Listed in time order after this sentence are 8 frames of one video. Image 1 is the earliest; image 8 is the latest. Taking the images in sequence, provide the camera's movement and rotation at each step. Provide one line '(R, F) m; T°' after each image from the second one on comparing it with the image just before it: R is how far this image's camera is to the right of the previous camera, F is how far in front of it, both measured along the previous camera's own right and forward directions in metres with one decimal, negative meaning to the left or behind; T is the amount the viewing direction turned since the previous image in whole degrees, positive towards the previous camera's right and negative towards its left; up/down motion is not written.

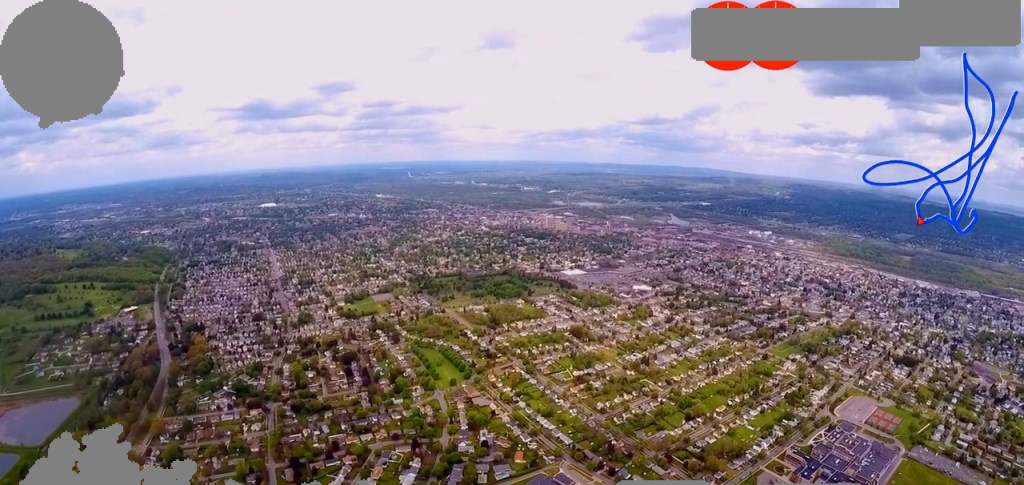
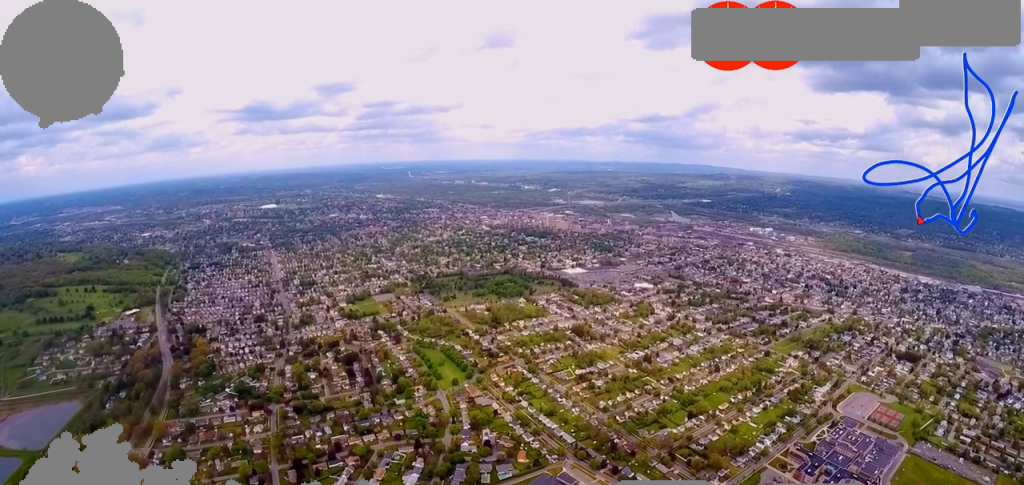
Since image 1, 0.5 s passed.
(0.0, +1.7) m; +1°
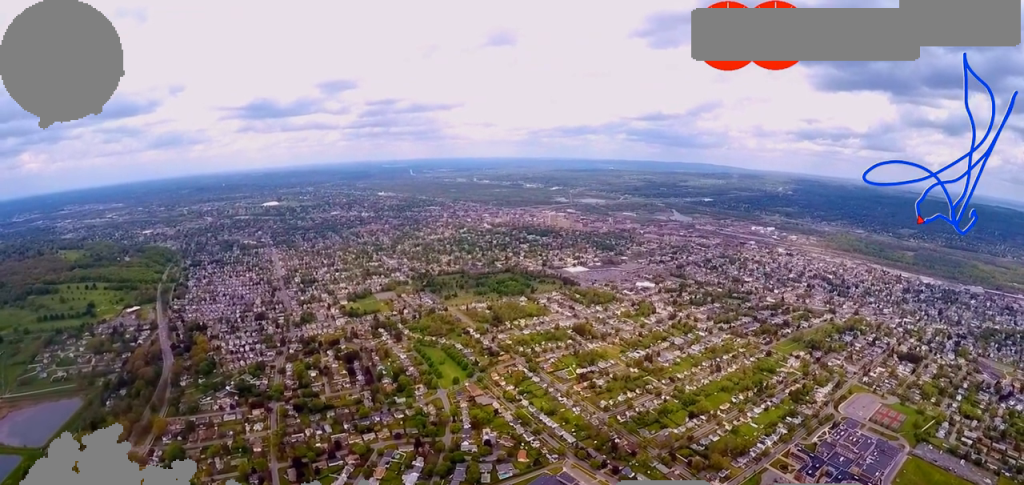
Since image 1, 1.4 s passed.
(0.0, +3.4) m; +1°
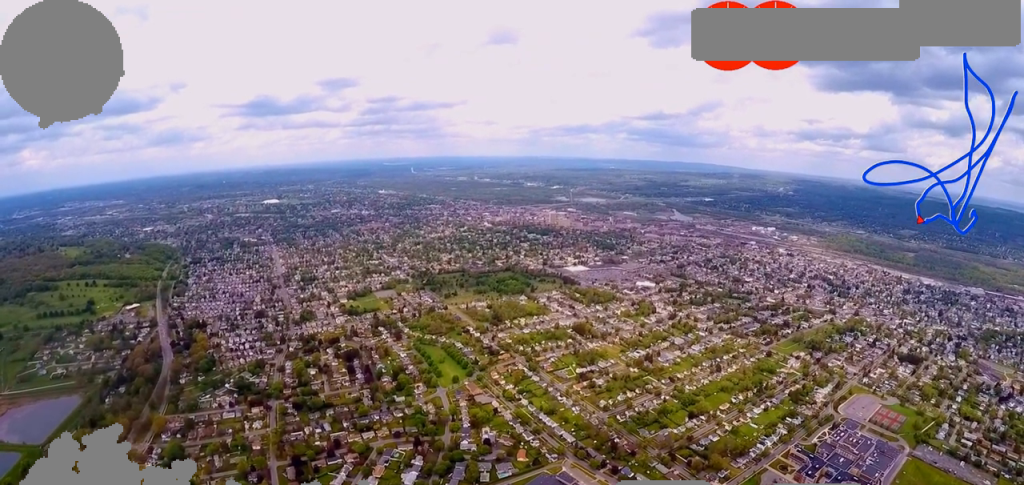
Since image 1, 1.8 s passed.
(0.0, +1.7) m; 0°
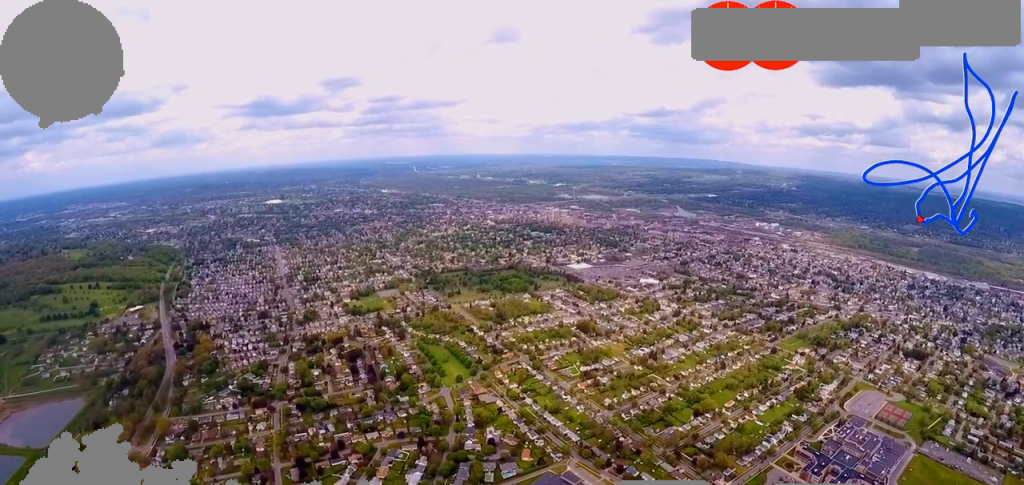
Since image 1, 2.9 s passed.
(0.0, +4.7) m; +1°
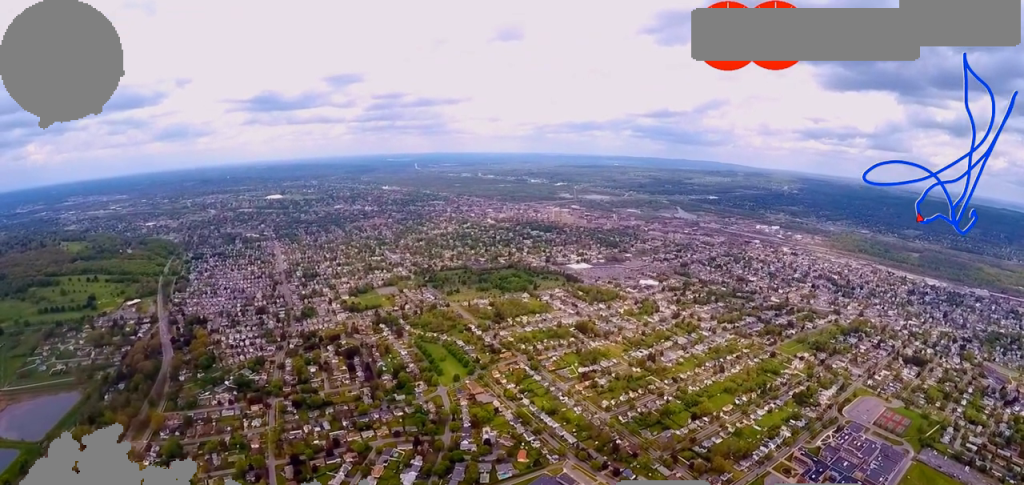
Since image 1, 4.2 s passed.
(+0.1, +5.9) m; +2°
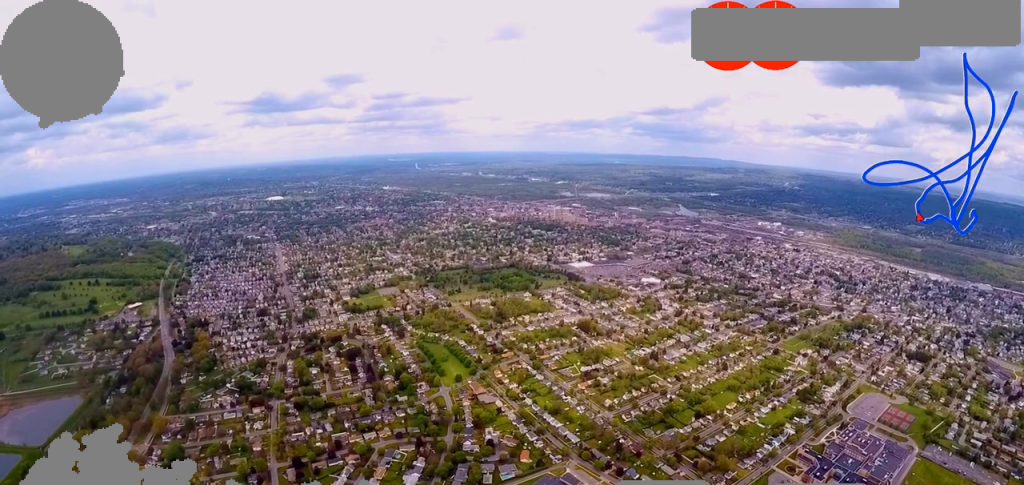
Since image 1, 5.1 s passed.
(0.0, +4.3) m; +1°
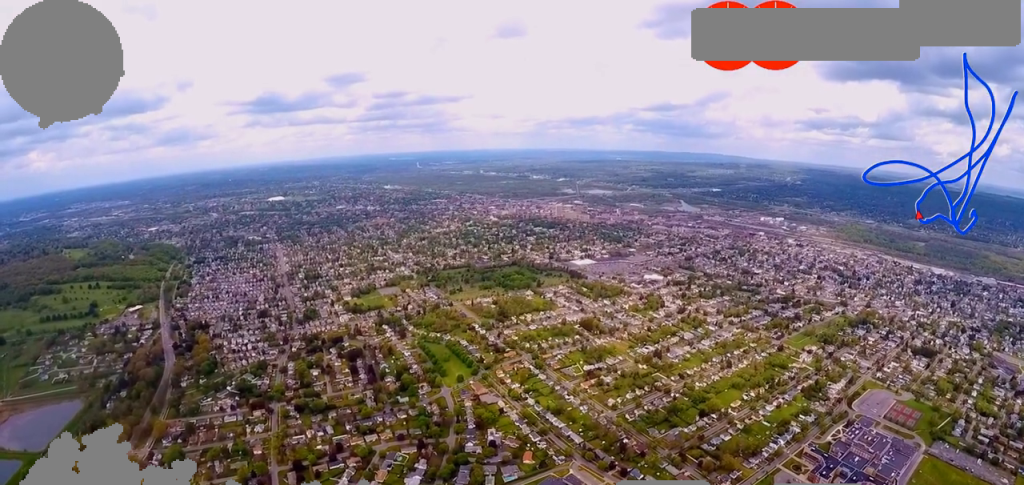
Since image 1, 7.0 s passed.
(+0.2, +9.4) m; +2°
